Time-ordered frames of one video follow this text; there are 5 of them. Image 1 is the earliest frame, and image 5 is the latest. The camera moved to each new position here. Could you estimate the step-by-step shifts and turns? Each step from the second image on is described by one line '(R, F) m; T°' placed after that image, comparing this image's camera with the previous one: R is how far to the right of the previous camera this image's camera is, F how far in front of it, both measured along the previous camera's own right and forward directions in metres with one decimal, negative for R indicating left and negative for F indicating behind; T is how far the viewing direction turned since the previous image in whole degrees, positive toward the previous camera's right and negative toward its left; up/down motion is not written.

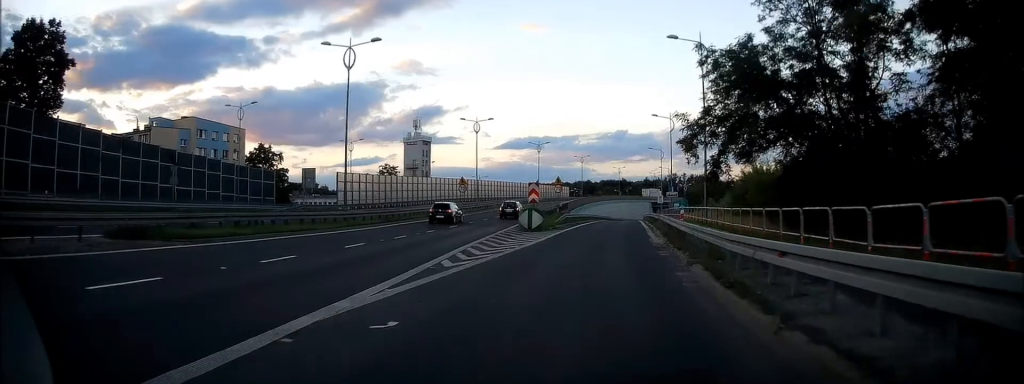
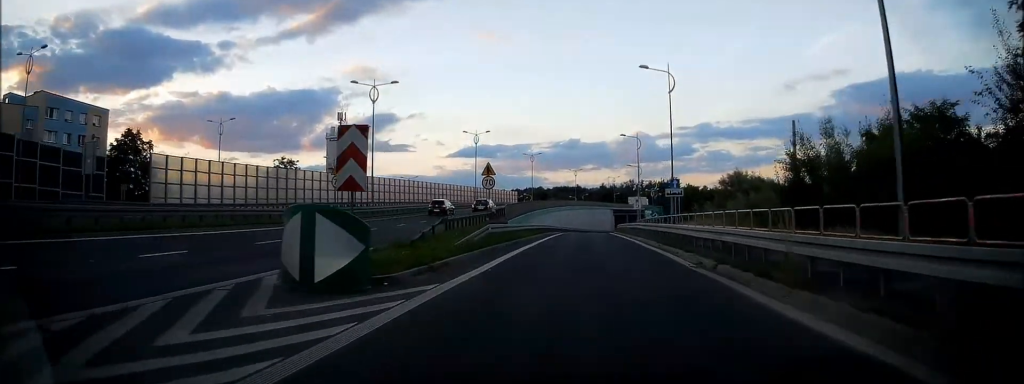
(+1.4, +25.1) m; +5°
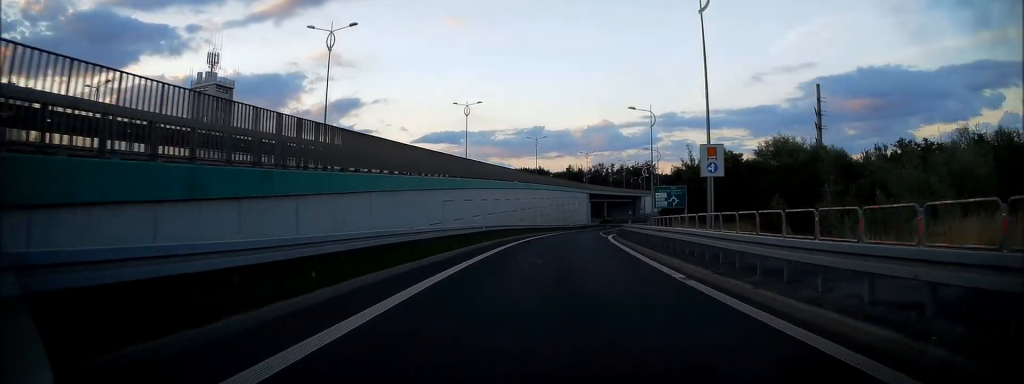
(+2.3, +47.0) m; +4°
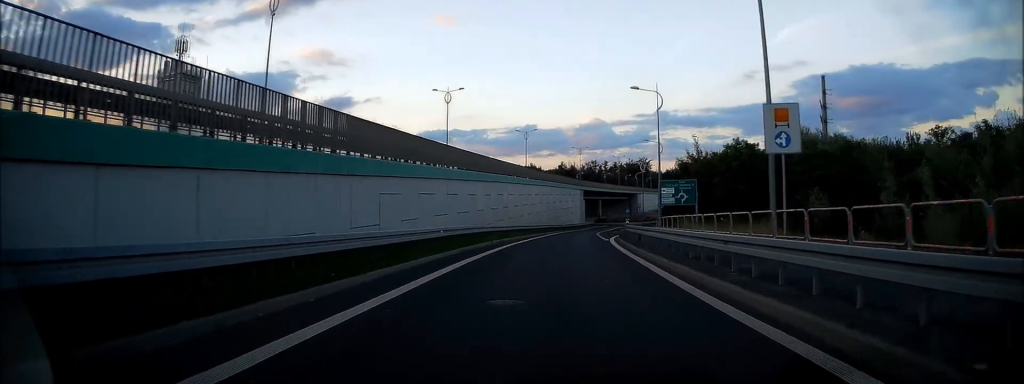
(0.0, +8.4) m; 0°
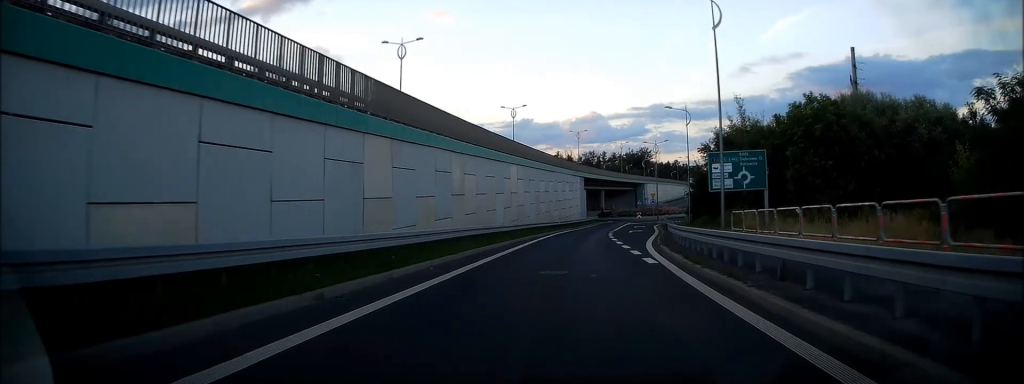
(0.0, +20.3) m; +1°
